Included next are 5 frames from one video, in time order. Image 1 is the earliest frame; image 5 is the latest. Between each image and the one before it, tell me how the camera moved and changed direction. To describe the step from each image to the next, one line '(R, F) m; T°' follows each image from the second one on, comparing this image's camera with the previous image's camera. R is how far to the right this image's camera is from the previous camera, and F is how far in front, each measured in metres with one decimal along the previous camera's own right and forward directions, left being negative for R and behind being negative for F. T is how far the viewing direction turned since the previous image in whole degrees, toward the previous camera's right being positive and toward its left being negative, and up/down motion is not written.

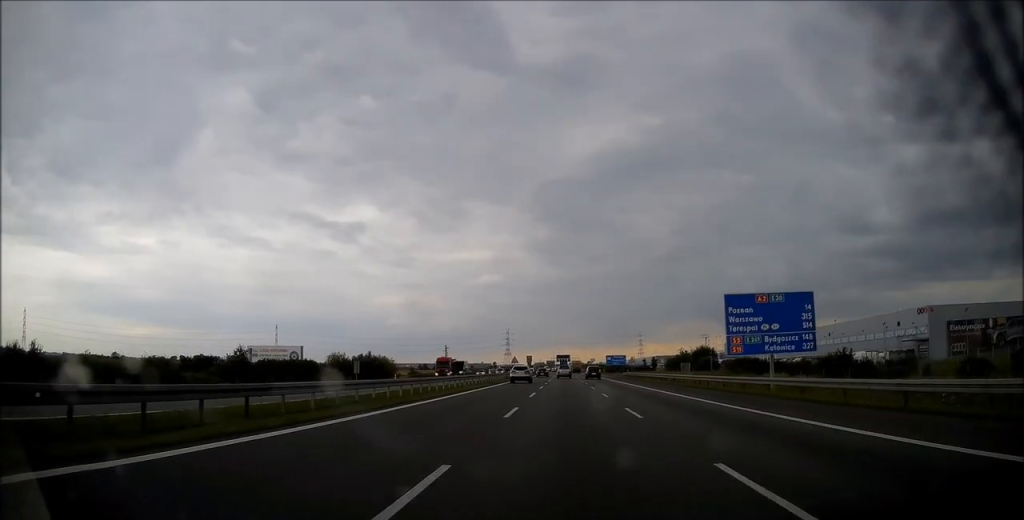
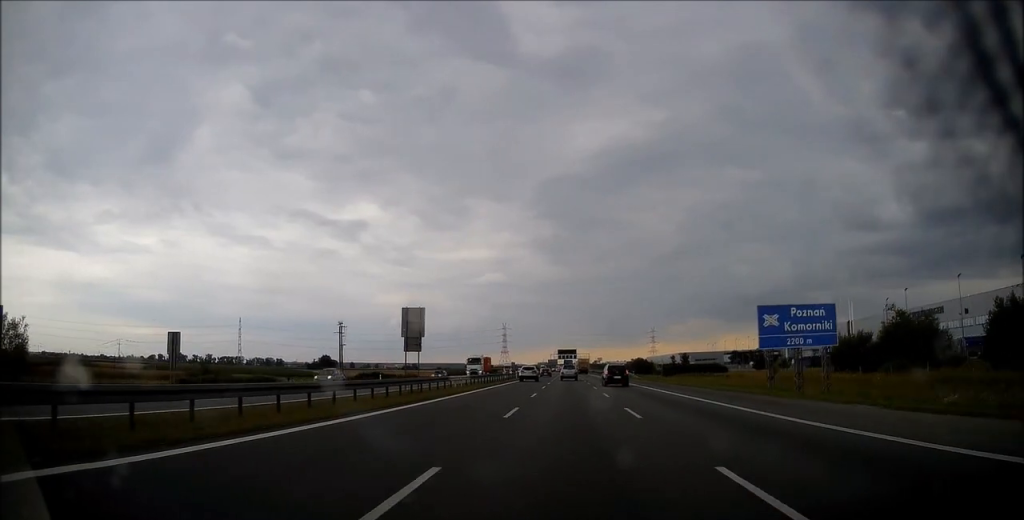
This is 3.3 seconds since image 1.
(+0.8, +108.2) m; +1°
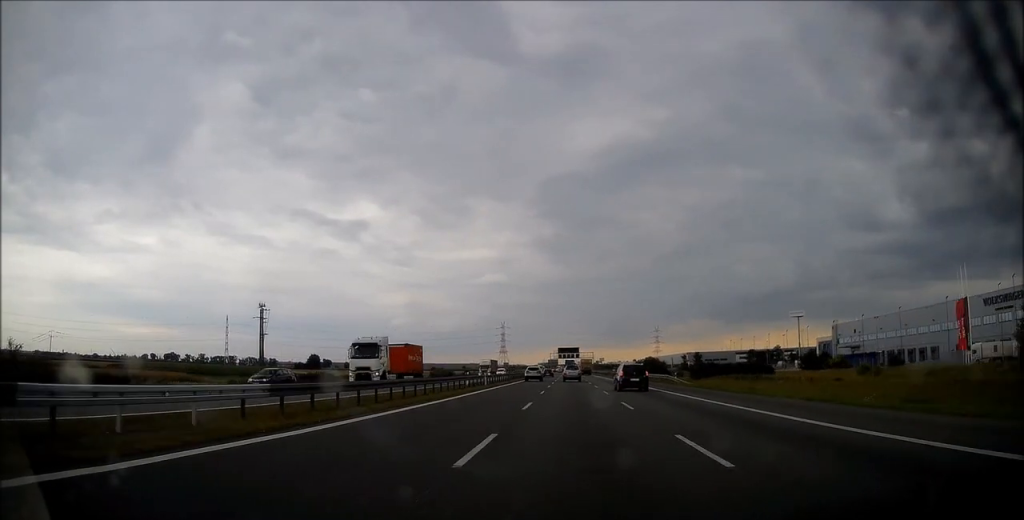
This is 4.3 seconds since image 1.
(-0.4, +32.5) m; -1°
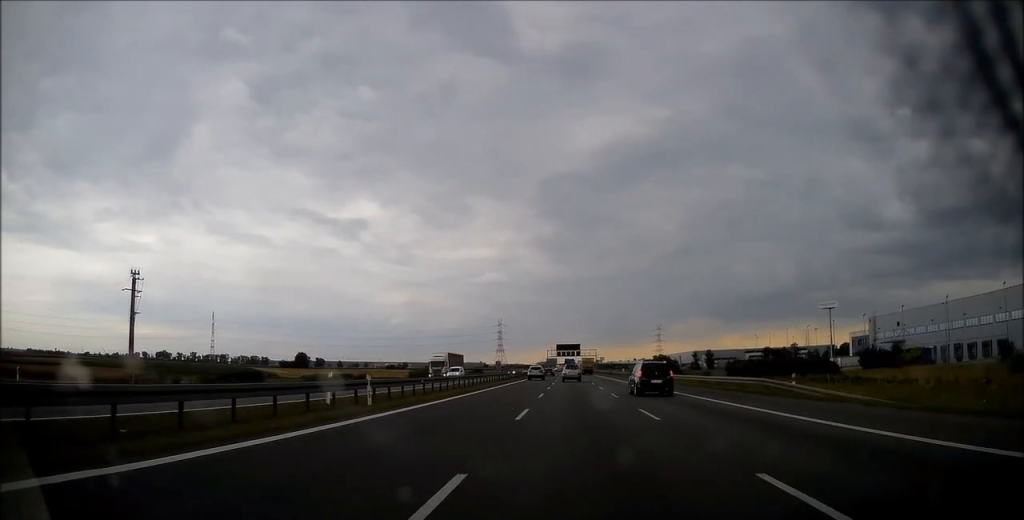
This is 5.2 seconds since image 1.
(-0.4, +29.0) m; 0°
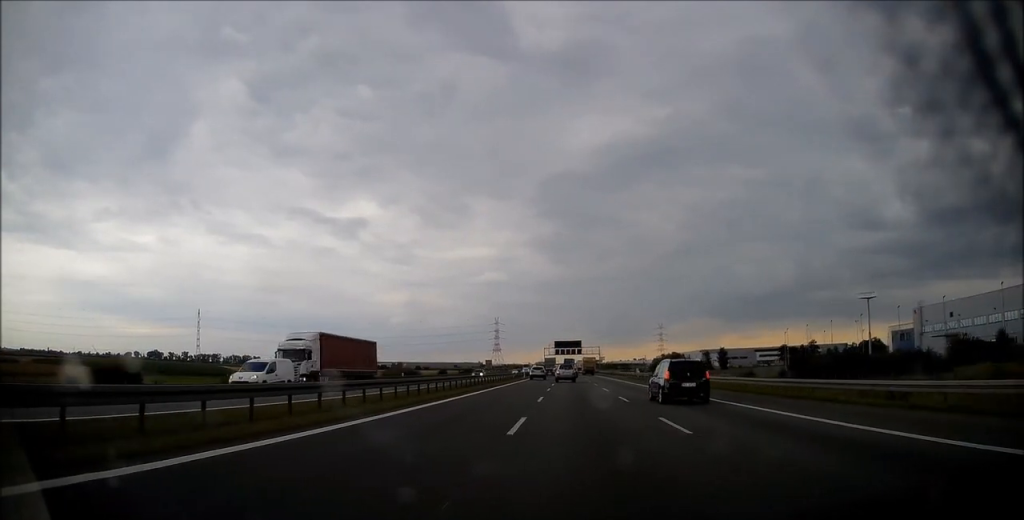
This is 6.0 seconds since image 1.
(+0.2, +27.7) m; +1°
